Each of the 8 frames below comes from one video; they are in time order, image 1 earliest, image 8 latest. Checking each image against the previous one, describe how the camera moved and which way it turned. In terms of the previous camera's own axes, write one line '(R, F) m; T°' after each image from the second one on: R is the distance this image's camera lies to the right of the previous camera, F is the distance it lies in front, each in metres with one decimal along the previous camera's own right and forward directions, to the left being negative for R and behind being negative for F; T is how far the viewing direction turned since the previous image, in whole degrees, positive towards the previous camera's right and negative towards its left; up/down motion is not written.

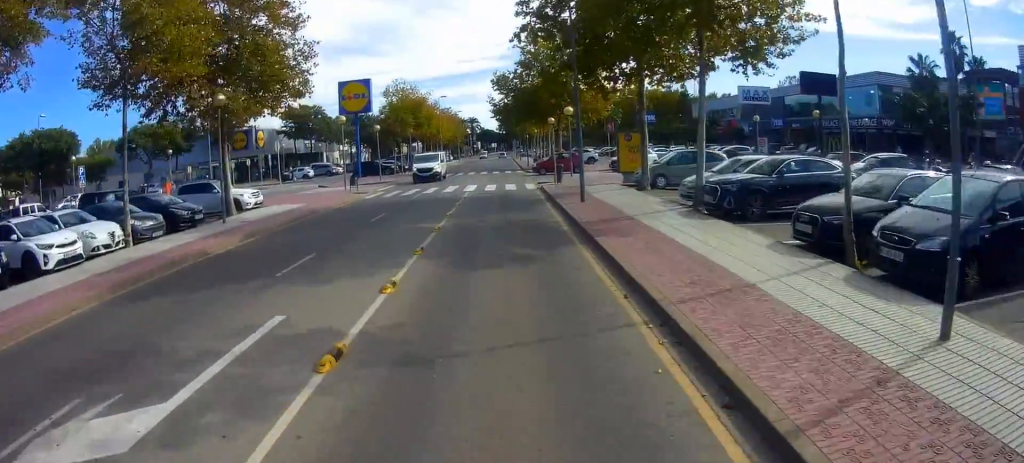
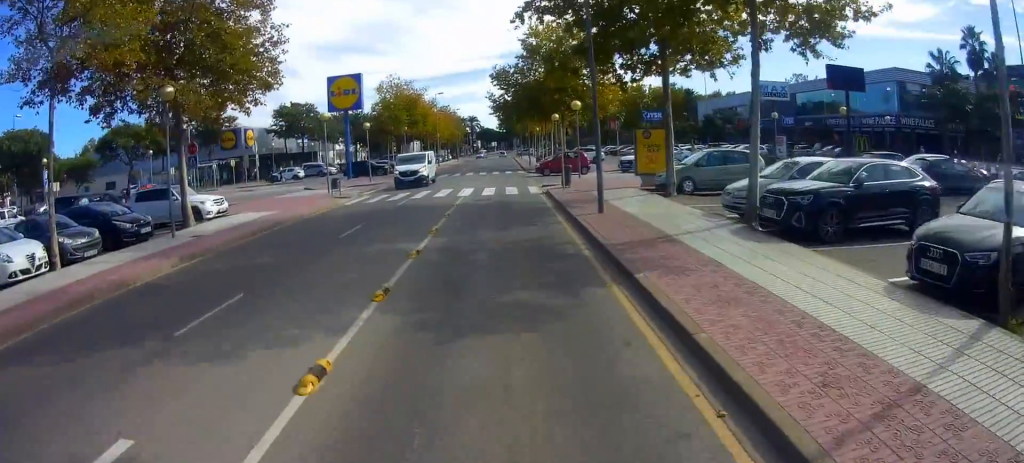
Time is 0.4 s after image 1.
(+0.2, +3.4) m; -2°
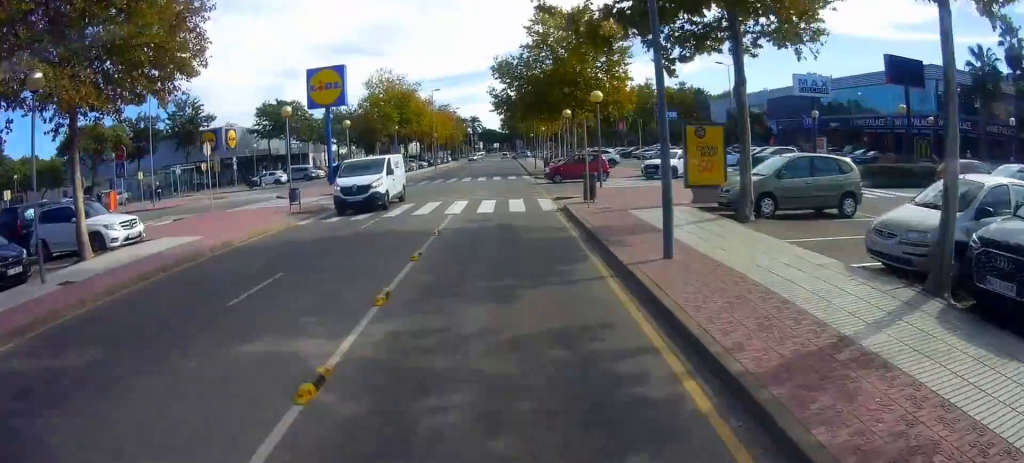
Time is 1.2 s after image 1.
(-0.7, +6.0) m; -1°
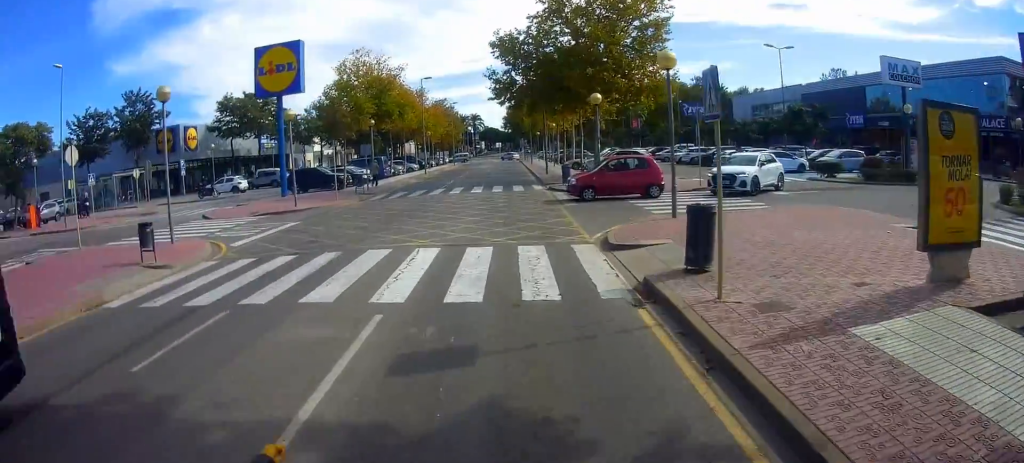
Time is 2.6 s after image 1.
(+0.8, +10.4) m; +6°
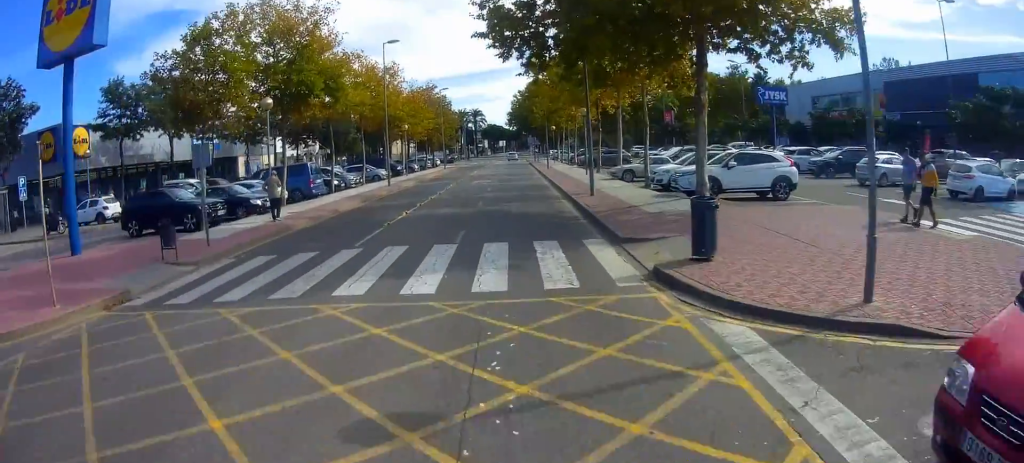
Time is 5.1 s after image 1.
(-1.2, +18.3) m; -4°
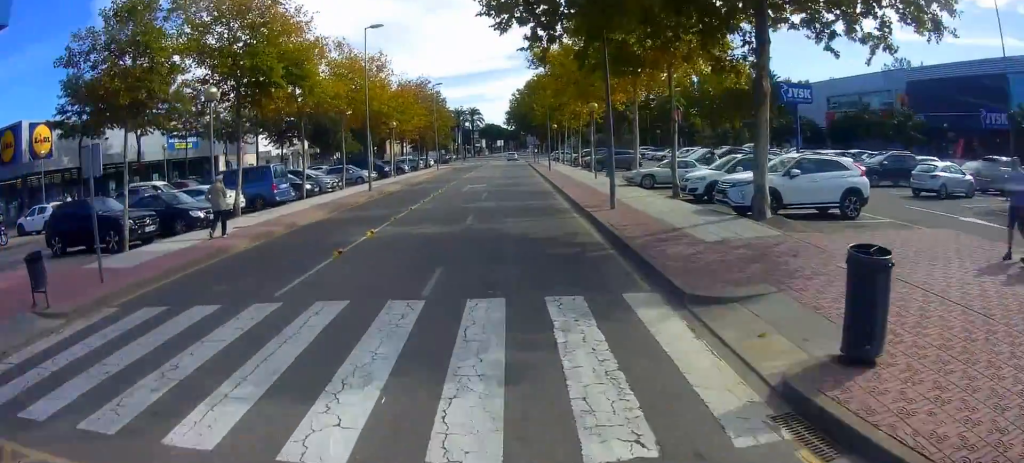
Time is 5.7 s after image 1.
(+0.1, +4.4) m; +2°
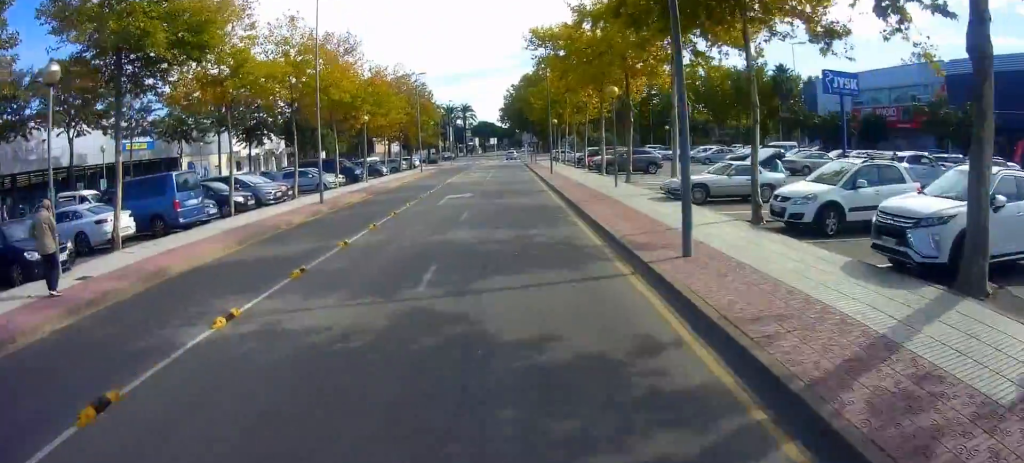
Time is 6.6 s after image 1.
(+0.3, +7.0) m; +2°
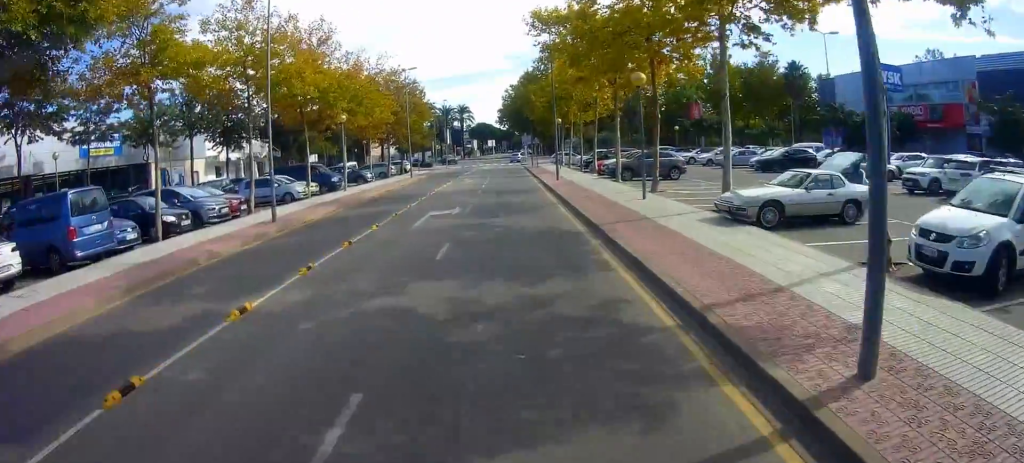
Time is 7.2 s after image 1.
(-0.1, +5.0) m; -1°
